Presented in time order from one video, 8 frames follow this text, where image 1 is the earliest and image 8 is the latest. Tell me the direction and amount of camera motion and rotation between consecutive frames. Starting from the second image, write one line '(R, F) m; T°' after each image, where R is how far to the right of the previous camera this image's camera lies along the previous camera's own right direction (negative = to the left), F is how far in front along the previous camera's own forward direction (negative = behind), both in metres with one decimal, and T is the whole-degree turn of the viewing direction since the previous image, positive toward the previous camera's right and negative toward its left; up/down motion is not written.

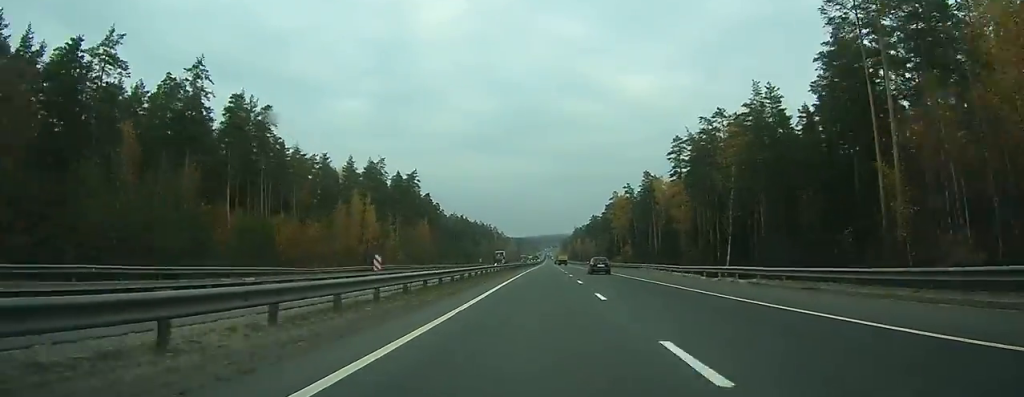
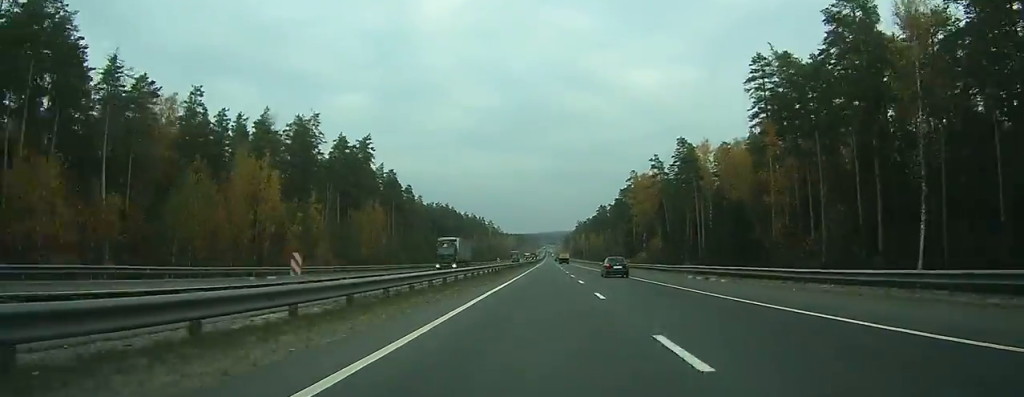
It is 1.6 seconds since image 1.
(0.0, +49.2) m; 0°
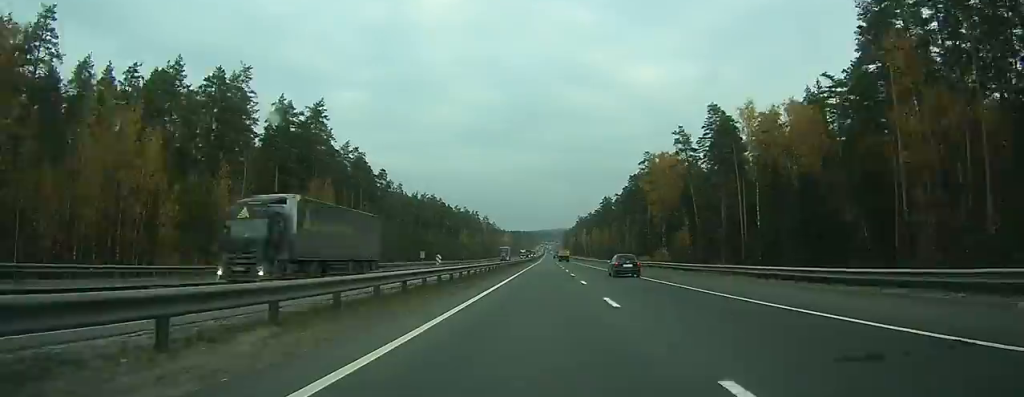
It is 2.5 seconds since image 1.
(0.0, +29.4) m; 0°
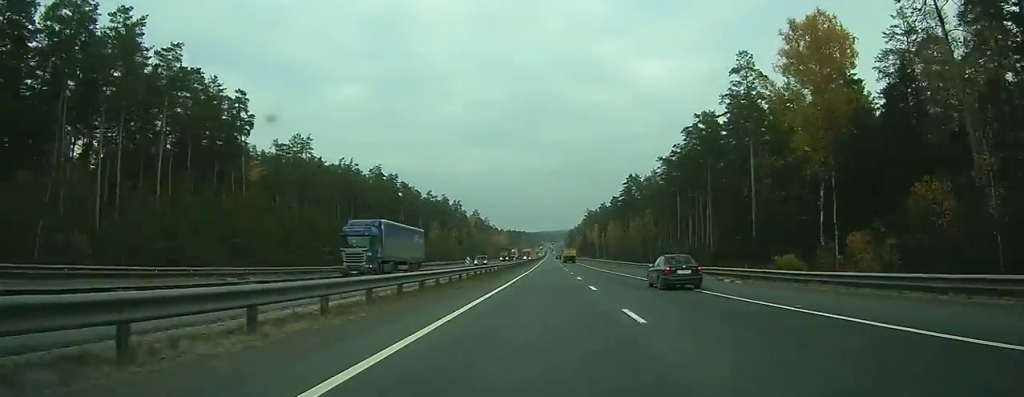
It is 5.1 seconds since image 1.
(+0.1, +82.3) m; 0°
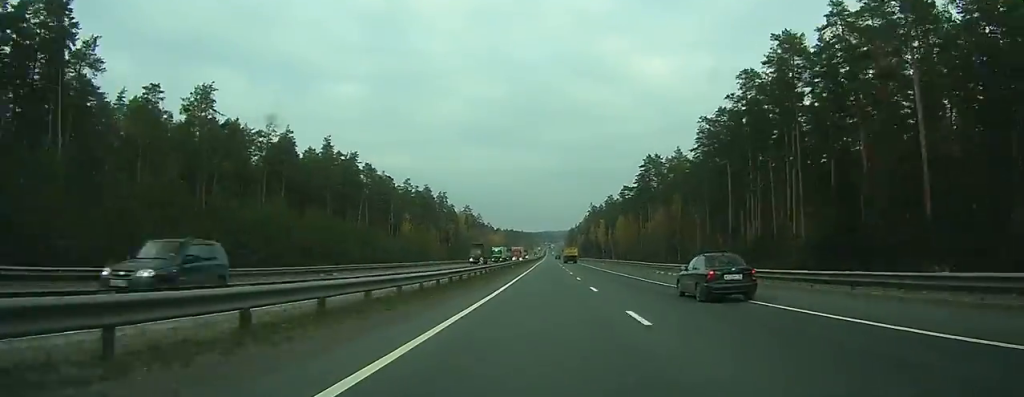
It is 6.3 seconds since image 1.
(+0.1, +37.4) m; 0°
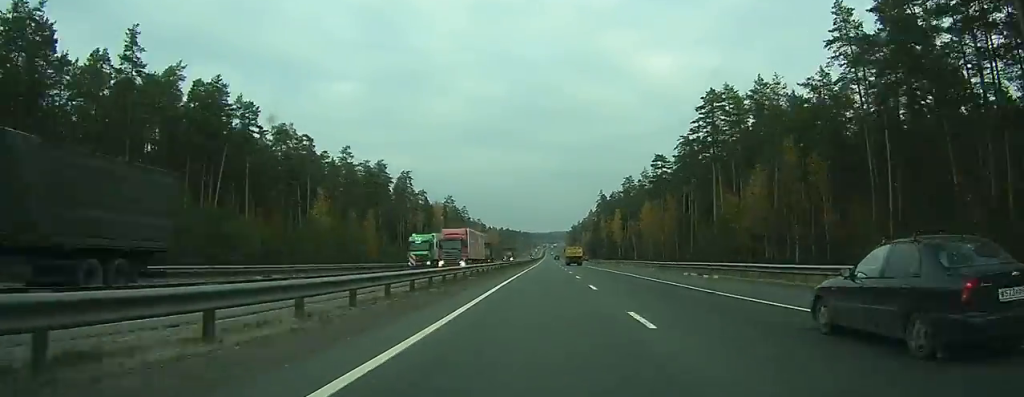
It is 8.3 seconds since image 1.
(-0.1, +59.3) m; 0°
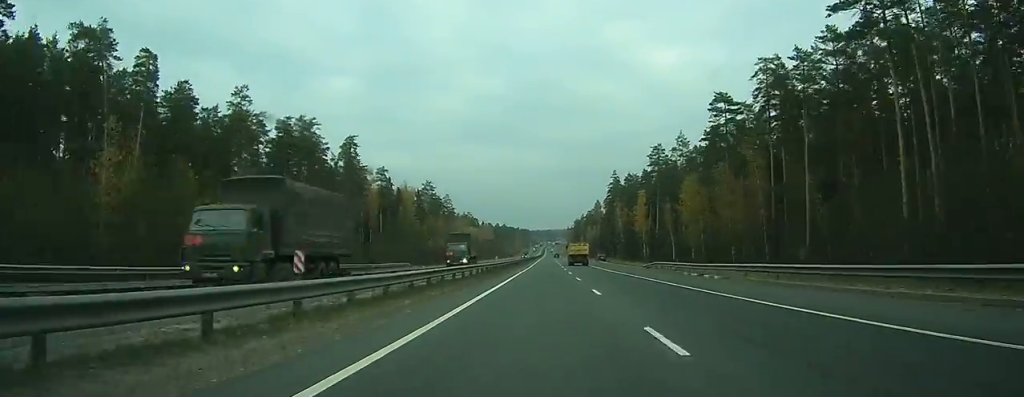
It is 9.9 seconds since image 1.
(-0.1, +50.9) m; 0°
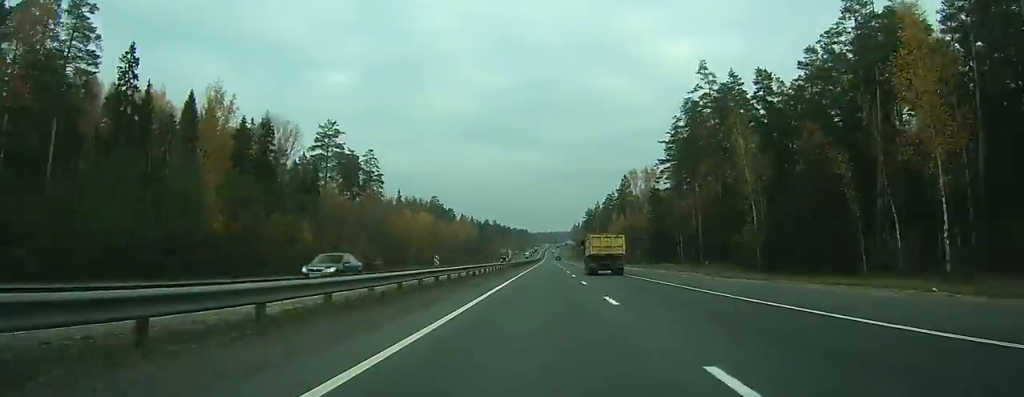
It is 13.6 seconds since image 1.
(-0.2, +113.4) m; 0°
